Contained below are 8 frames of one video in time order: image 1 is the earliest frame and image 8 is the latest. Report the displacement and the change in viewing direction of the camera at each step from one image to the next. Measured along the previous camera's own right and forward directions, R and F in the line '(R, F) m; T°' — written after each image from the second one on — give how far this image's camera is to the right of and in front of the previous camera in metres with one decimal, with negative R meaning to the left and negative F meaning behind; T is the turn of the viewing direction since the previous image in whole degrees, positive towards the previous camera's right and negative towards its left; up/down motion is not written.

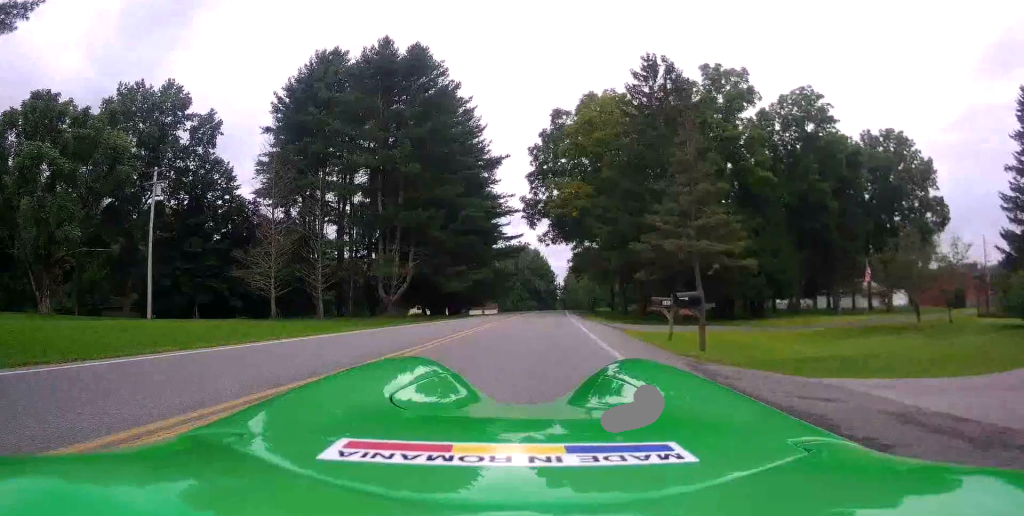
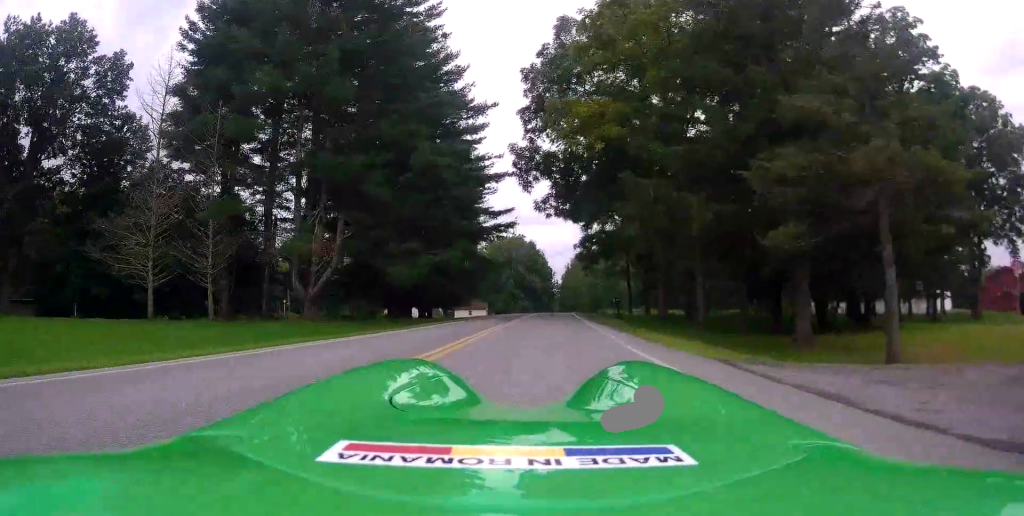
(+0.6, +18.7) m; +2°
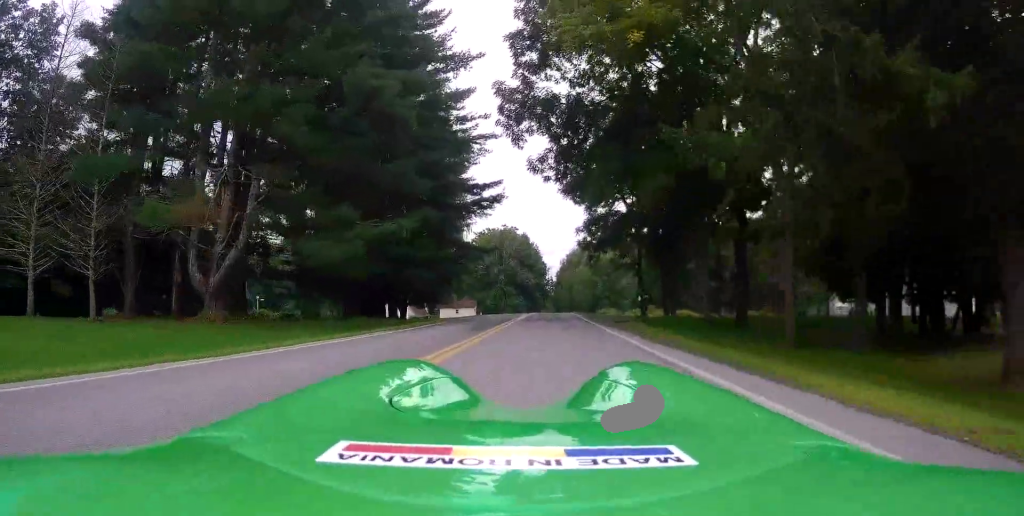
(0.0, +10.6) m; 0°
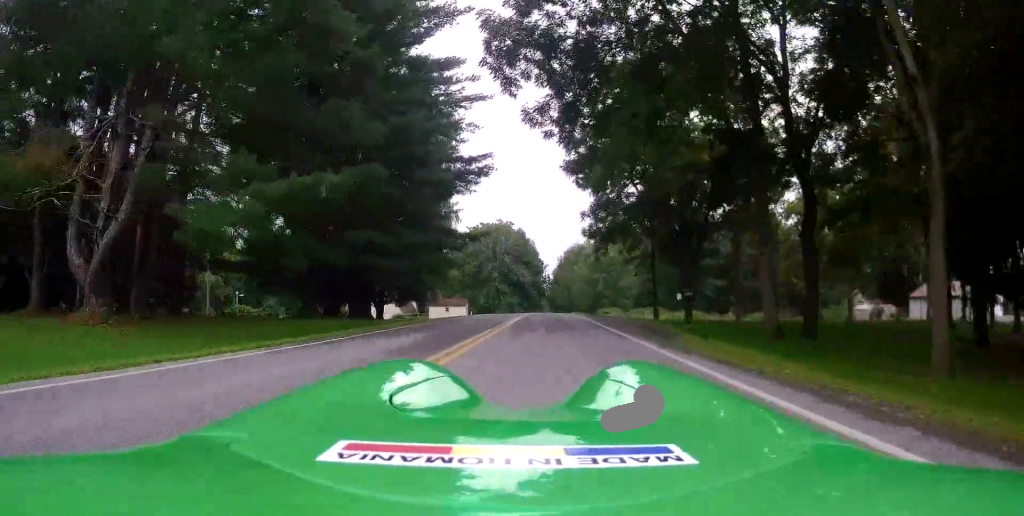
(0.0, +8.0) m; 0°
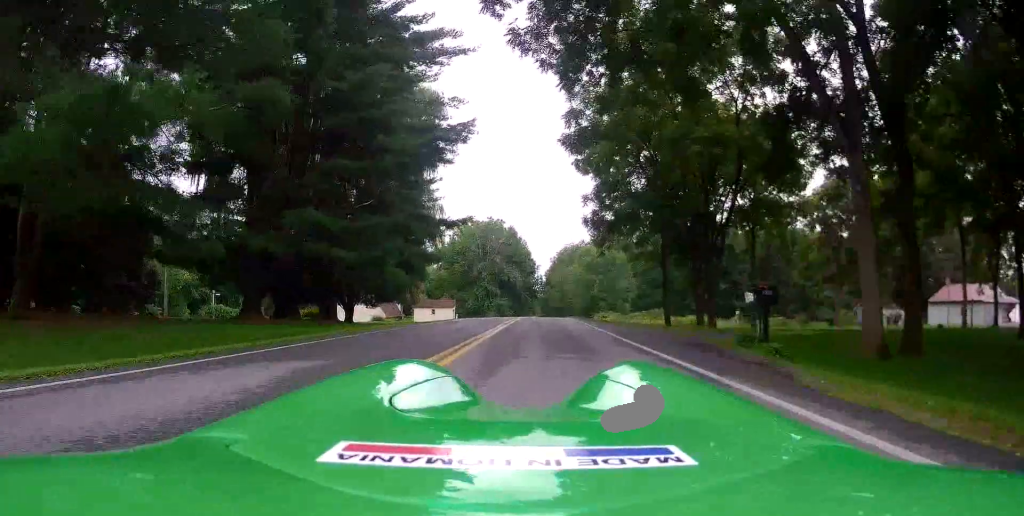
(-0.1, +6.6) m; +1°
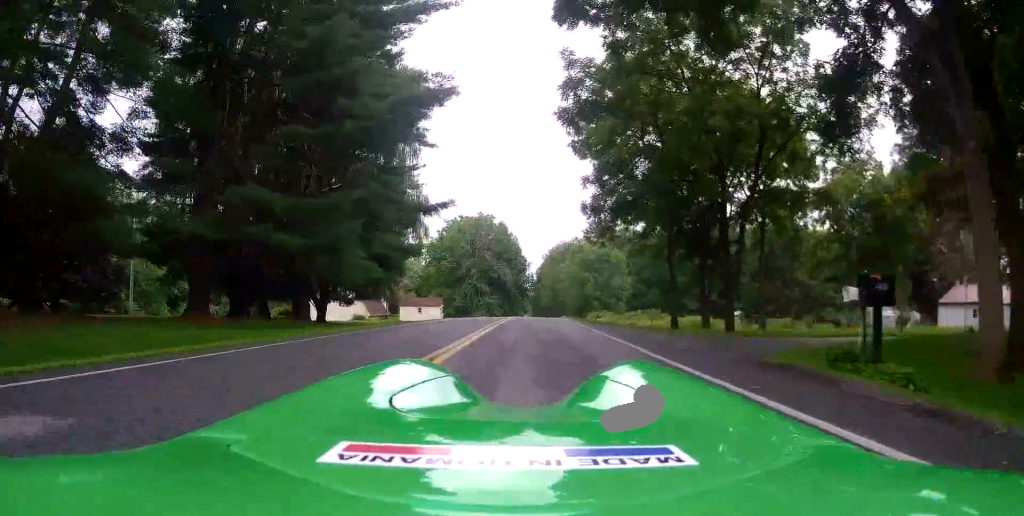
(0.0, +4.1) m; +1°
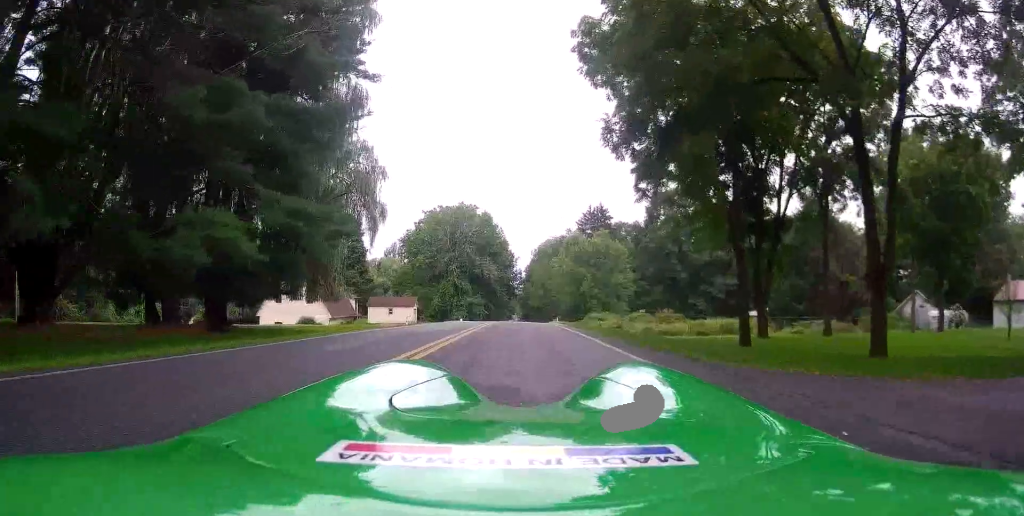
(+0.4, +13.3) m; +1°
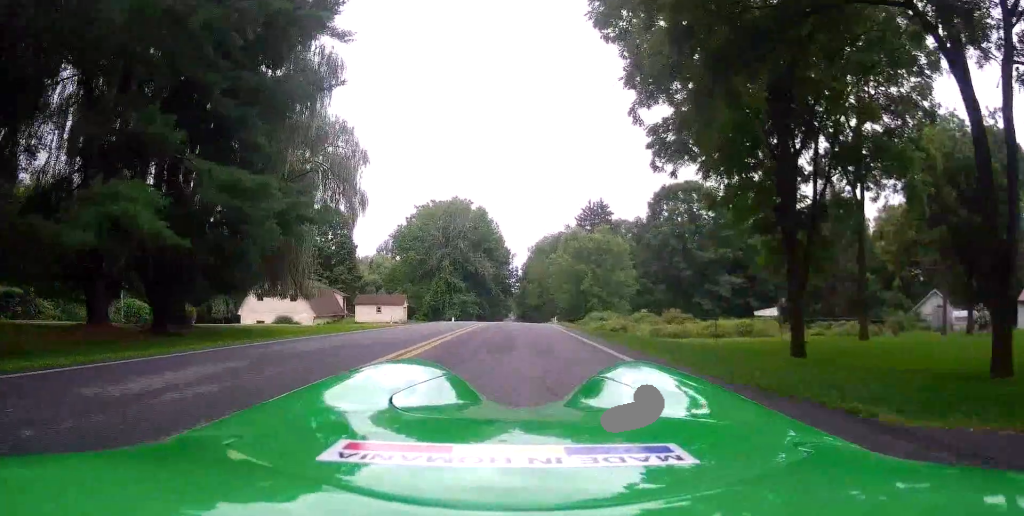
(0.0, +4.8) m; 0°
